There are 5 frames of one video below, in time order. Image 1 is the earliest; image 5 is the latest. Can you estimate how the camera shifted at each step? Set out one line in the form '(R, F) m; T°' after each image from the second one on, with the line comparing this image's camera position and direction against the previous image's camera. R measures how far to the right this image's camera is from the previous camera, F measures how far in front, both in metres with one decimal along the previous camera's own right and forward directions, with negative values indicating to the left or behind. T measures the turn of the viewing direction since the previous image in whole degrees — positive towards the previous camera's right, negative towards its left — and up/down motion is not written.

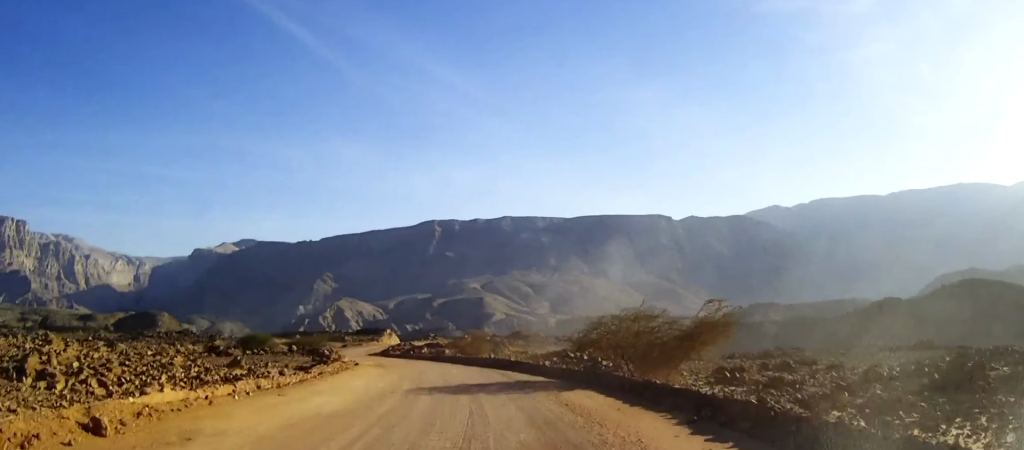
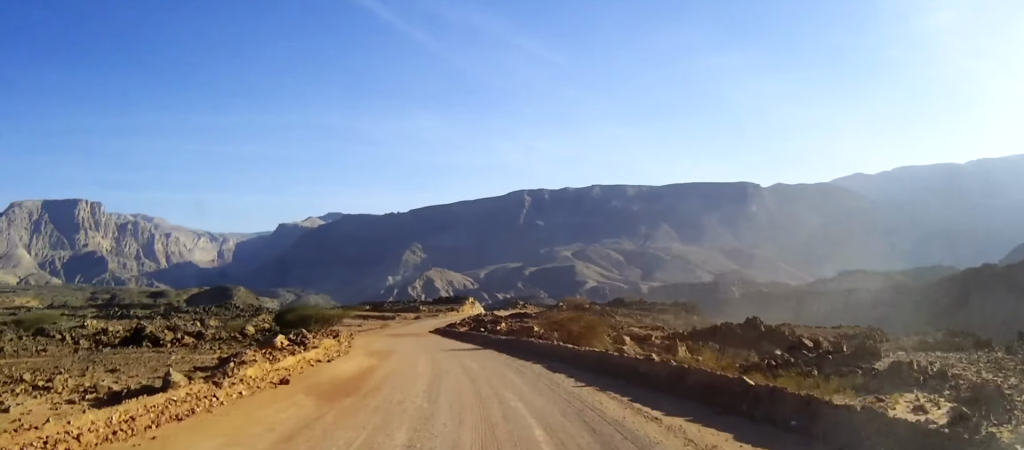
(-1.6, +24.7) m; -8°
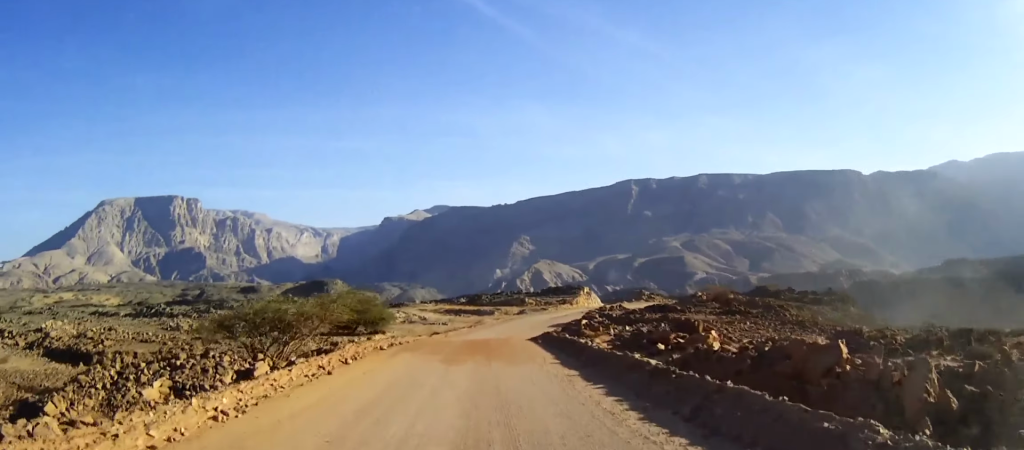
(-2.1, +27.3) m; -8°
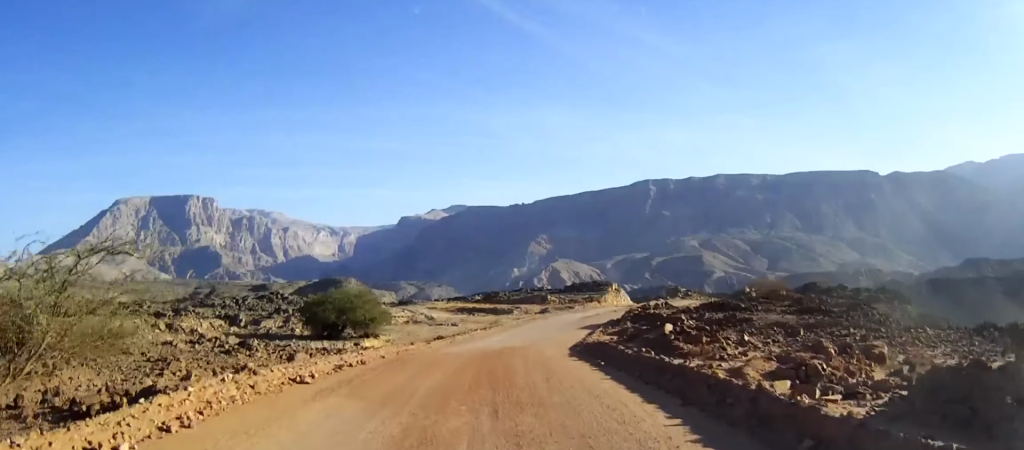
(-0.4, +14.9) m; -2°
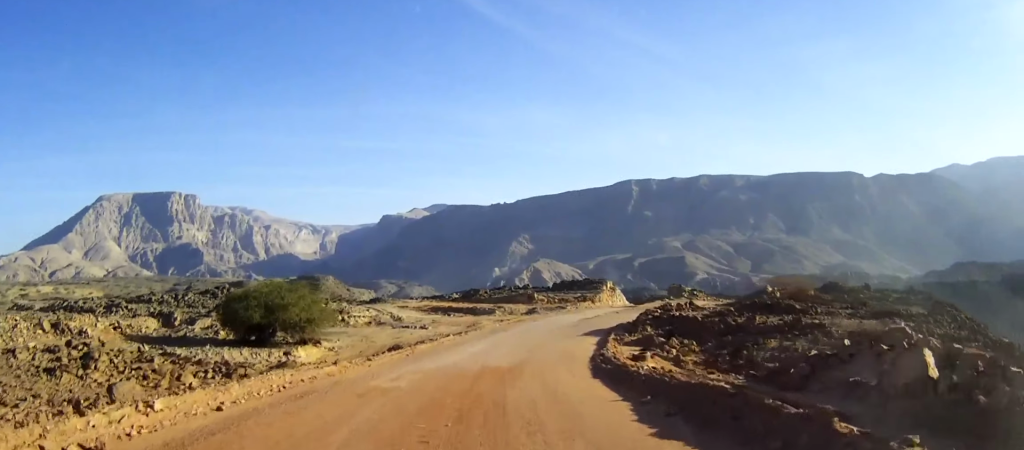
(0.0, +14.7) m; +1°
